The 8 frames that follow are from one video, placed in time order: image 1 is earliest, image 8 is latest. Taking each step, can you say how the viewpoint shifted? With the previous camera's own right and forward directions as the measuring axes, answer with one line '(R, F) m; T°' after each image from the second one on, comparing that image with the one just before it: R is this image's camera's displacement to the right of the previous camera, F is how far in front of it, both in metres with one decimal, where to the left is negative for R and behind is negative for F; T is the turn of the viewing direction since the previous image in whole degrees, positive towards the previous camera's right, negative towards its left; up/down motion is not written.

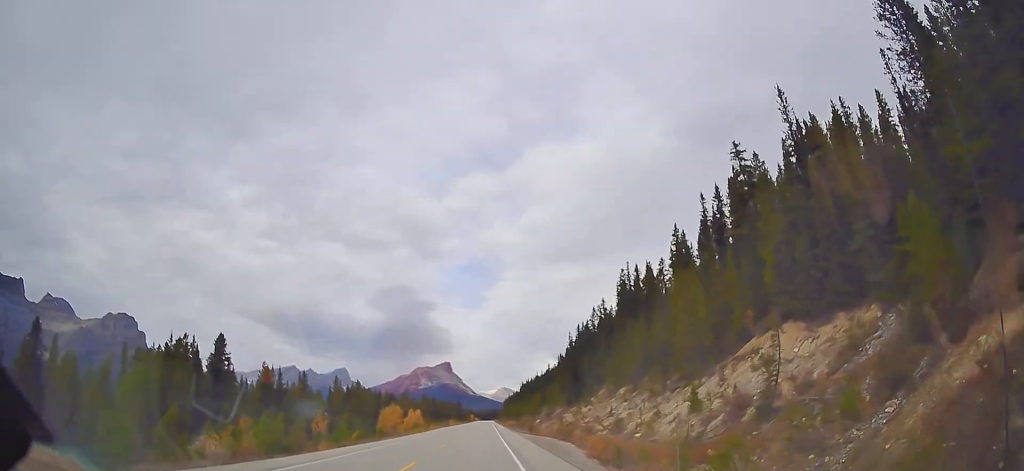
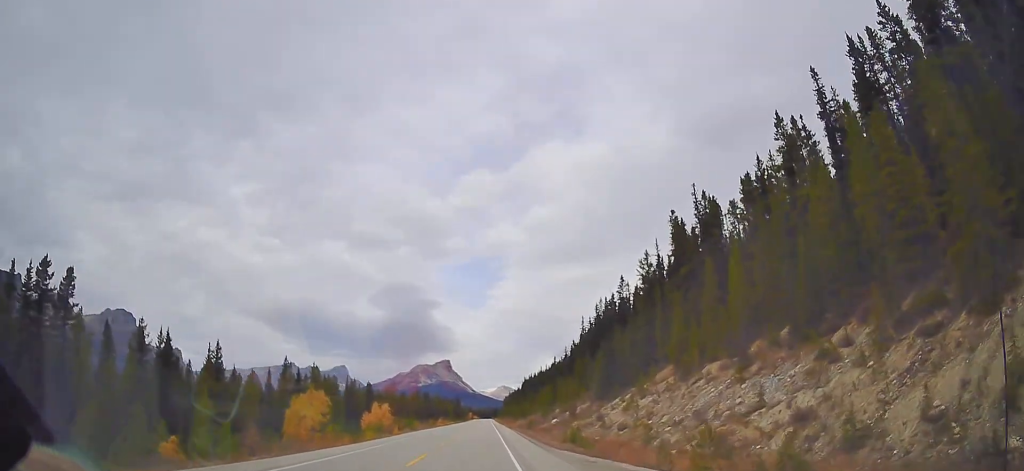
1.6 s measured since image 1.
(-0.2, +35.4) m; 0°
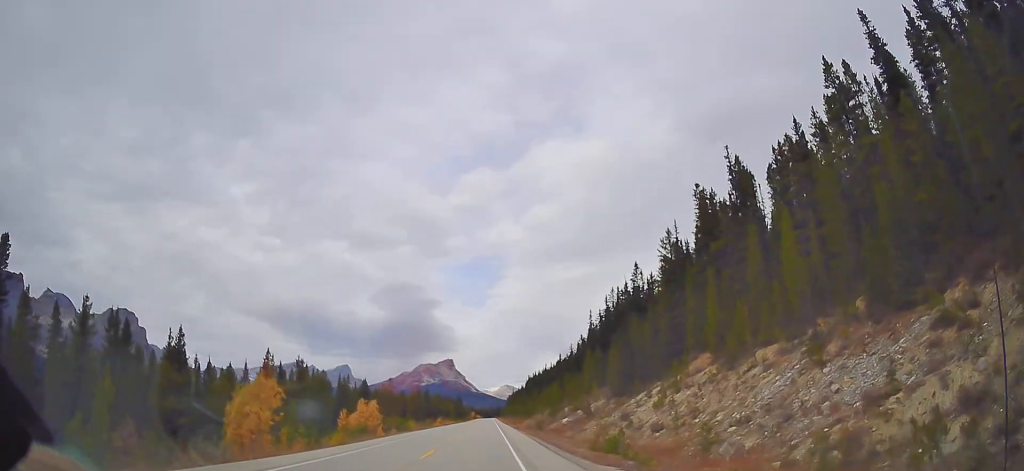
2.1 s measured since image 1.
(0.0, +11.0) m; -1°
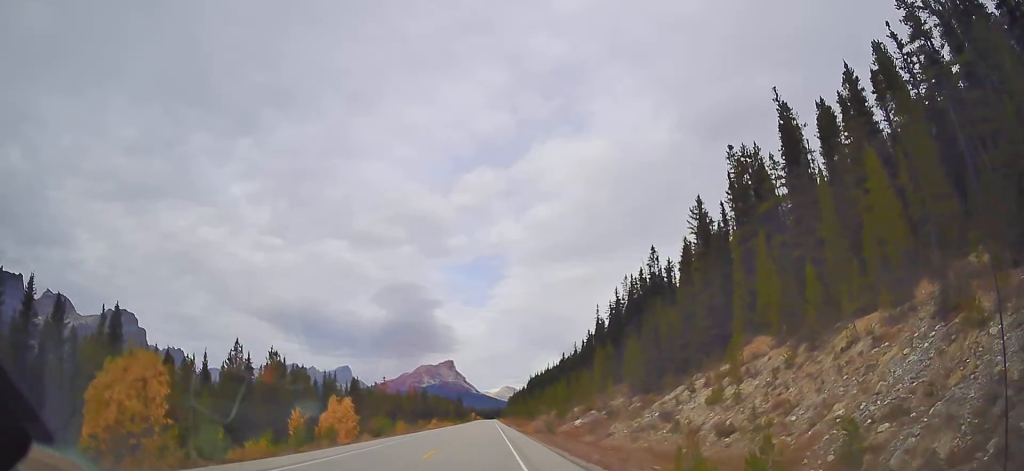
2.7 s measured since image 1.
(+0.1, +12.4) m; -1°
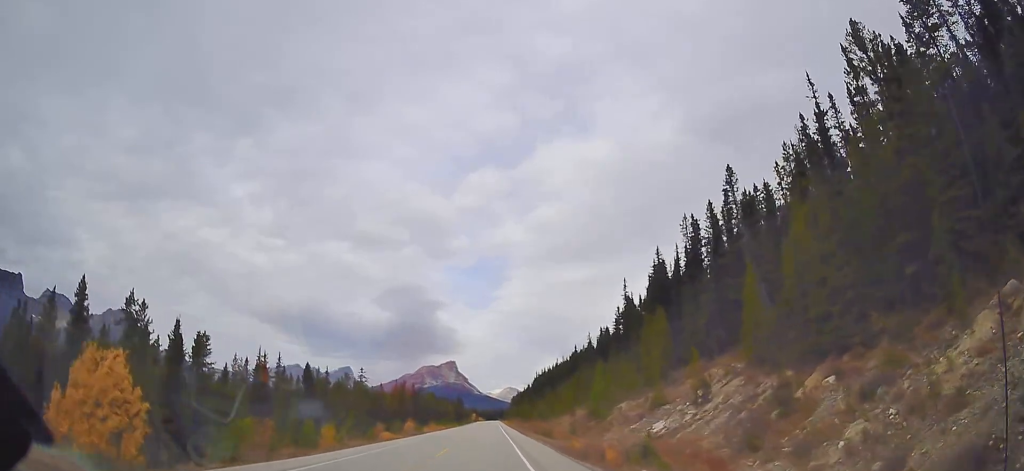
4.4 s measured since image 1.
(+0.1, +36.9) m; +1°
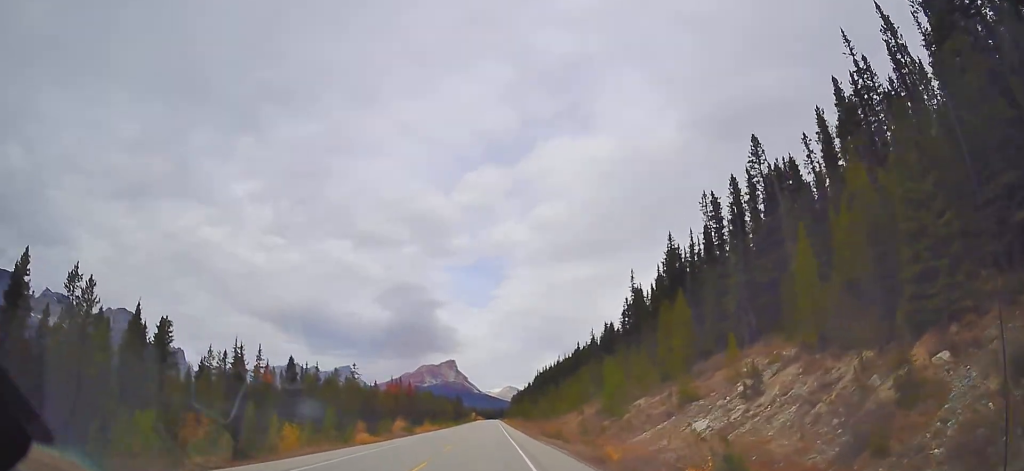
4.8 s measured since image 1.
(+0.1, +8.6) m; 0°
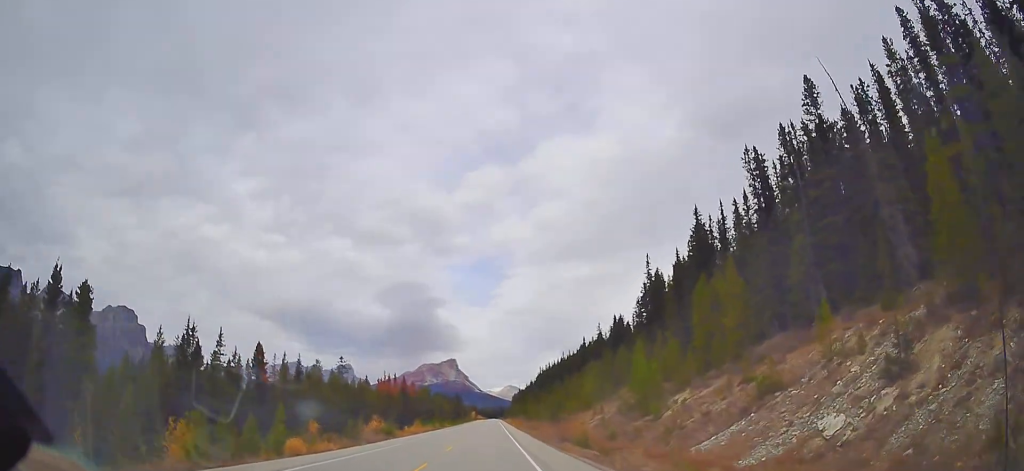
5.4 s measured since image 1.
(-0.2, +14.2) m; -2°
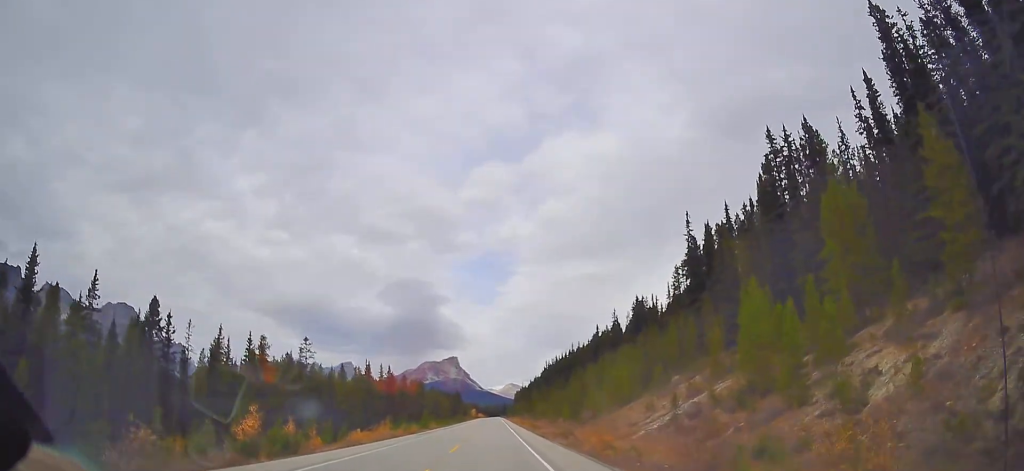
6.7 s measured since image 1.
(-0.7, +27.5) m; -2°
